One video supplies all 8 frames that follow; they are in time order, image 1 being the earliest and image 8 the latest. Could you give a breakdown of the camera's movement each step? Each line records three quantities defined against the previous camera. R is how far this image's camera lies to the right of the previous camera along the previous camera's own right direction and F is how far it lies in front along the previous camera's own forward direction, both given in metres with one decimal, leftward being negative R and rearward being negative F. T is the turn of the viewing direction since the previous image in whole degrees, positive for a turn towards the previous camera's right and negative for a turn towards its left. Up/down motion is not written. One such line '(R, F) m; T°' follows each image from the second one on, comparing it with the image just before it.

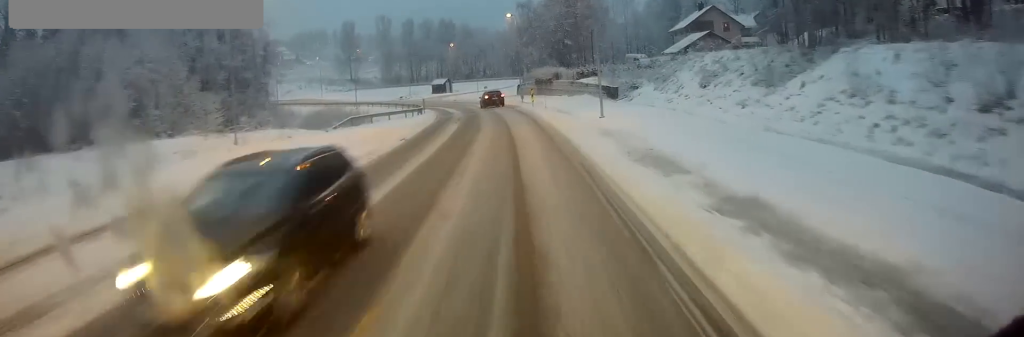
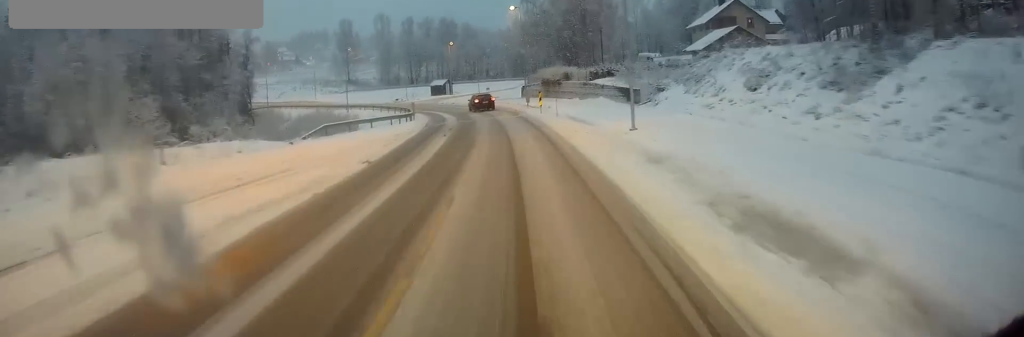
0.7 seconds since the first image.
(-0.1, +7.0) m; 0°
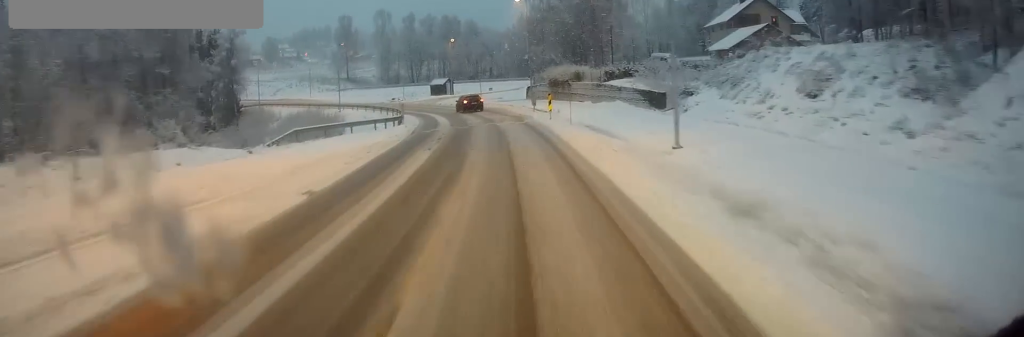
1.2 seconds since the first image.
(0.0, +5.6) m; 0°
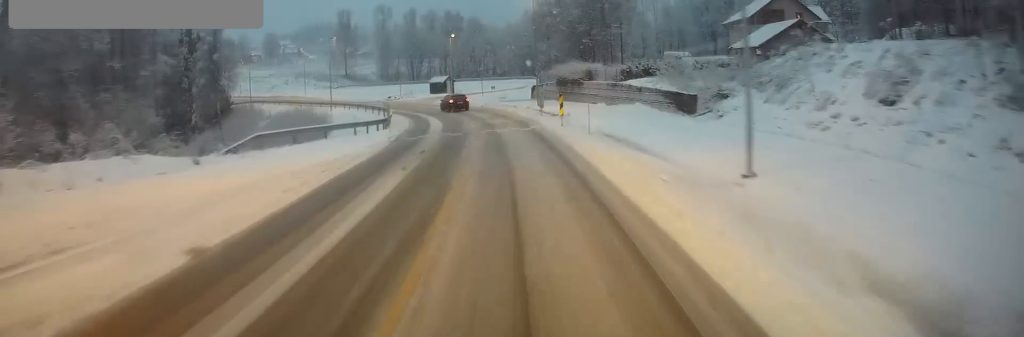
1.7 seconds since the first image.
(0.0, +5.2) m; 0°
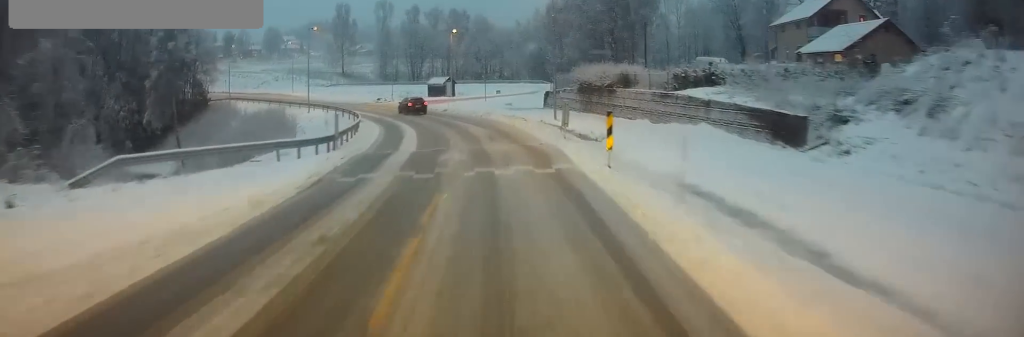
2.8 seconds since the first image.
(-0.1, +11.1) m; -1°
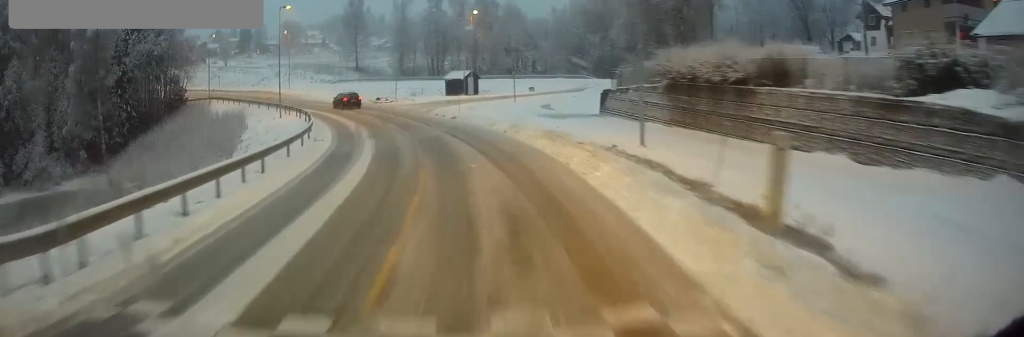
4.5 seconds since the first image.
(-0.8, +15.8) m; -8°
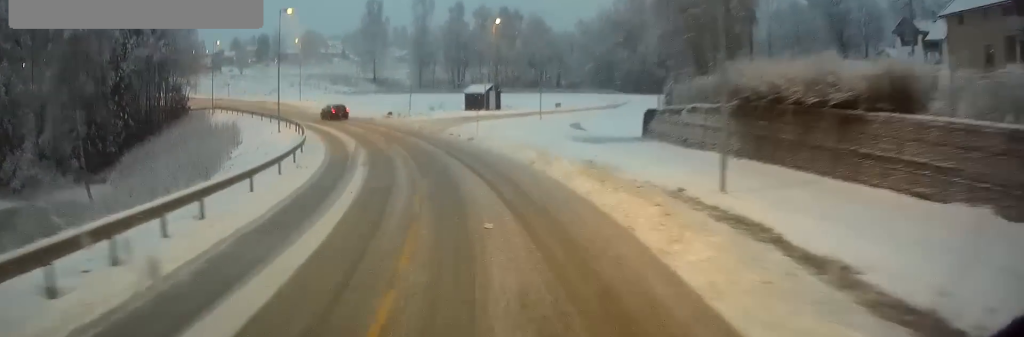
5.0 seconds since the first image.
(-0.2, +5.2) m; -3°
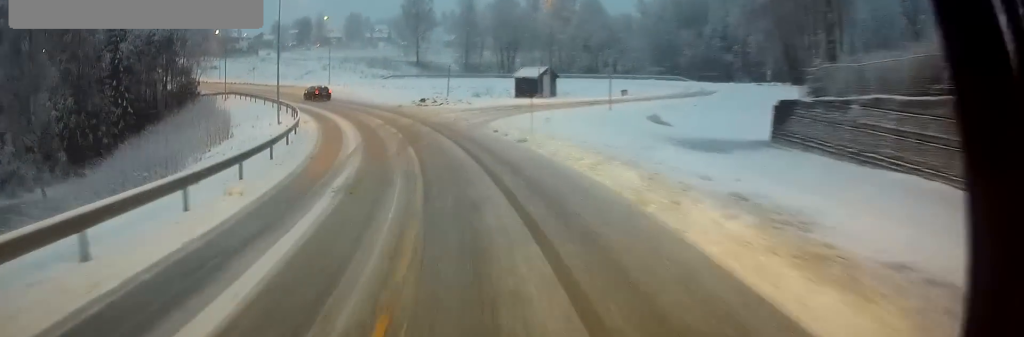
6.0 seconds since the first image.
(-0.2, +9.1) m; -3°
